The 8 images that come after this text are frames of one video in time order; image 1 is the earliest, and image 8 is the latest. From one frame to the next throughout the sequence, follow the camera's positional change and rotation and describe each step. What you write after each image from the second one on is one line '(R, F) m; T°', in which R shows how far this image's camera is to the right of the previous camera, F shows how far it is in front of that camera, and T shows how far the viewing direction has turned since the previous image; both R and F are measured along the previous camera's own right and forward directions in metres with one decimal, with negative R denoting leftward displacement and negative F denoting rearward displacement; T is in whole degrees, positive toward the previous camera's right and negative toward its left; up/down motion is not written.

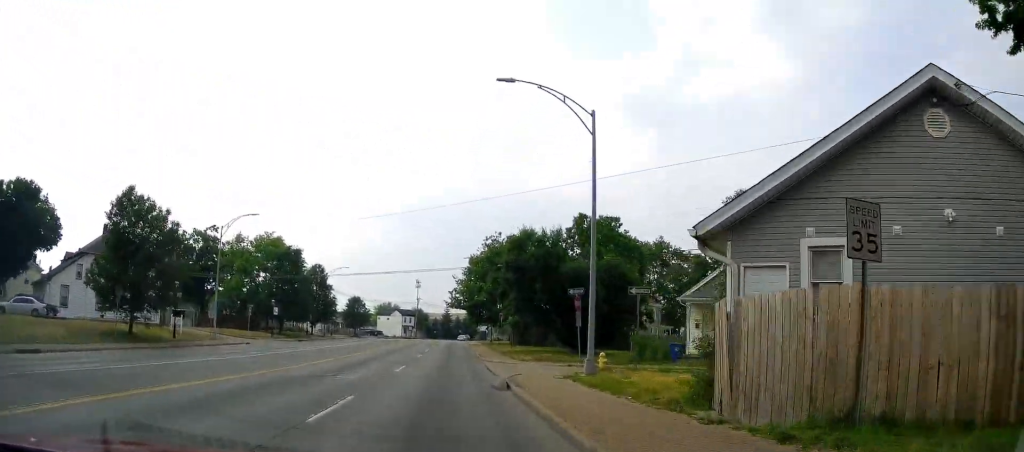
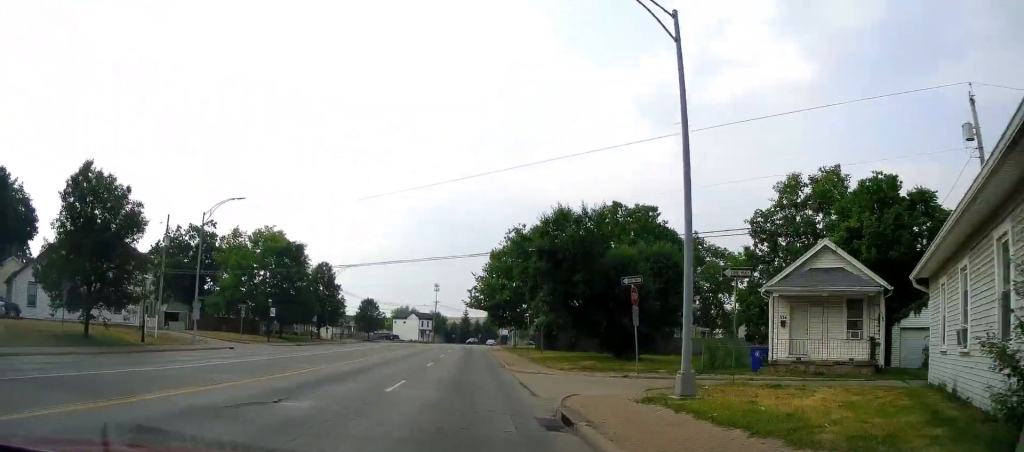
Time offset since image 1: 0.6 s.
(-0.2, +6.3) m; -2°
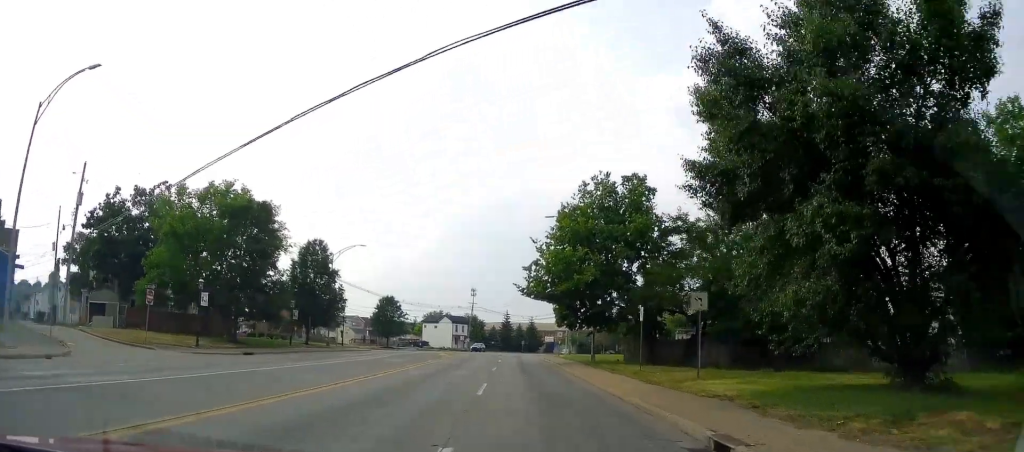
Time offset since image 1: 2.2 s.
(-1.2, +21.2) m; -4°
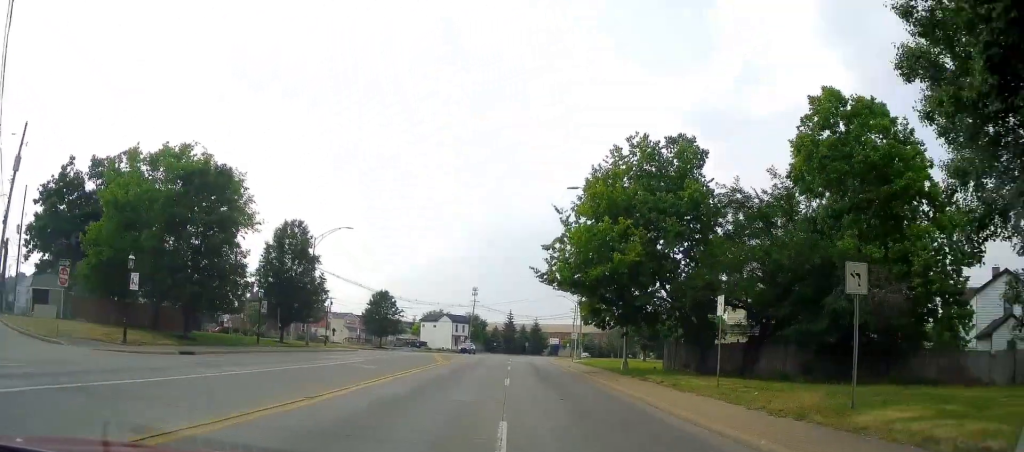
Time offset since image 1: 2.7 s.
(-0.1, +8.2) m; -1°
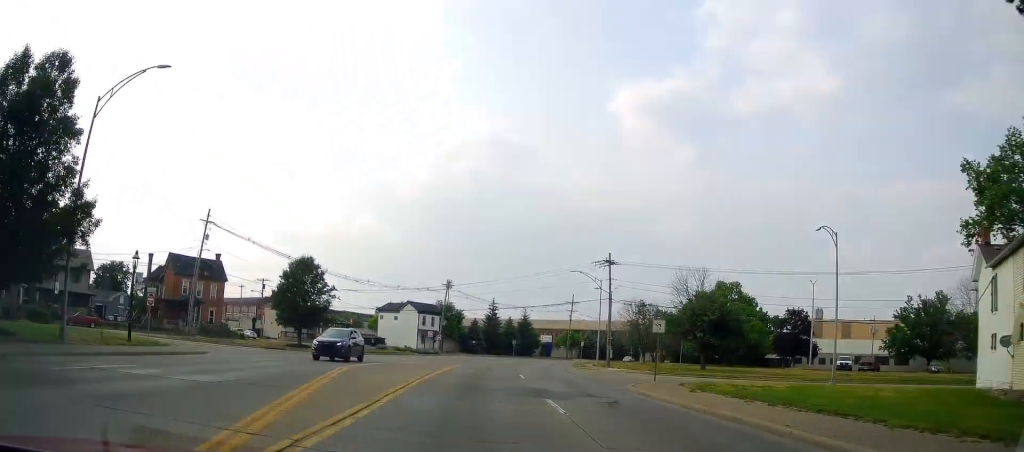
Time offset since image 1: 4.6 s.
(-0.8, +30.9) m; -2°
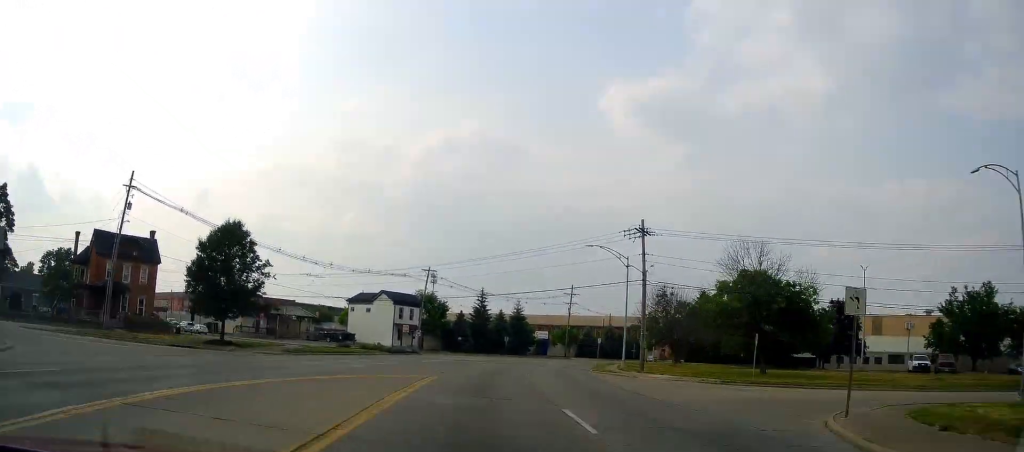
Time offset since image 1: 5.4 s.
(0.0, +15.6) m; +2°
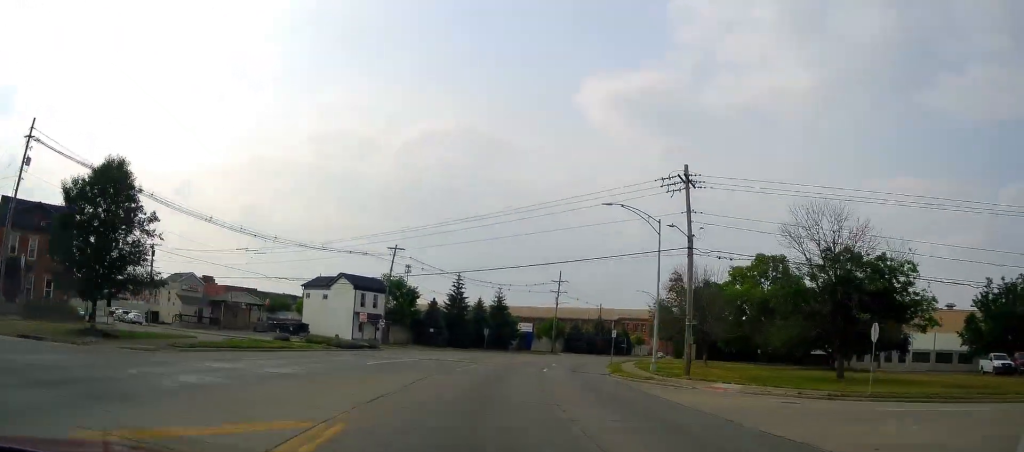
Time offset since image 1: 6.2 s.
(+0.2, +13.7) m; +3°
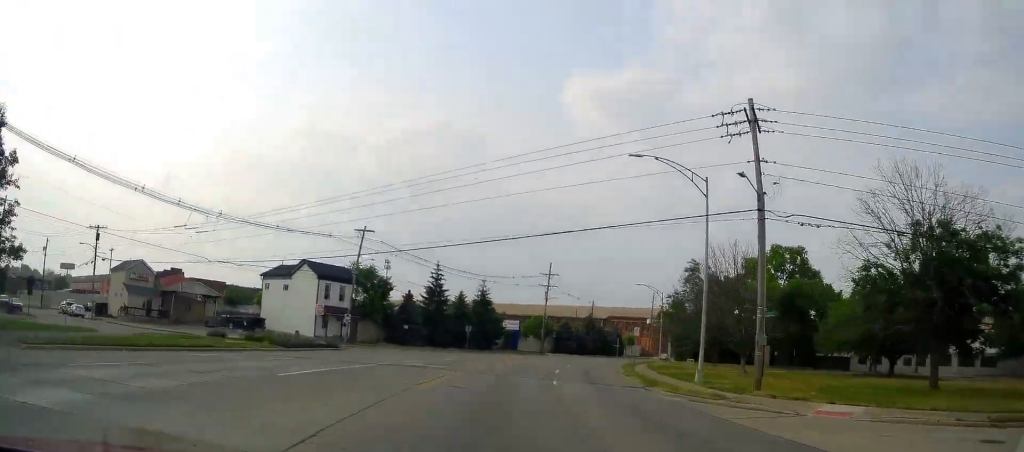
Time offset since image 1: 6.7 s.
(+0.5, +10.0) m; +3°
